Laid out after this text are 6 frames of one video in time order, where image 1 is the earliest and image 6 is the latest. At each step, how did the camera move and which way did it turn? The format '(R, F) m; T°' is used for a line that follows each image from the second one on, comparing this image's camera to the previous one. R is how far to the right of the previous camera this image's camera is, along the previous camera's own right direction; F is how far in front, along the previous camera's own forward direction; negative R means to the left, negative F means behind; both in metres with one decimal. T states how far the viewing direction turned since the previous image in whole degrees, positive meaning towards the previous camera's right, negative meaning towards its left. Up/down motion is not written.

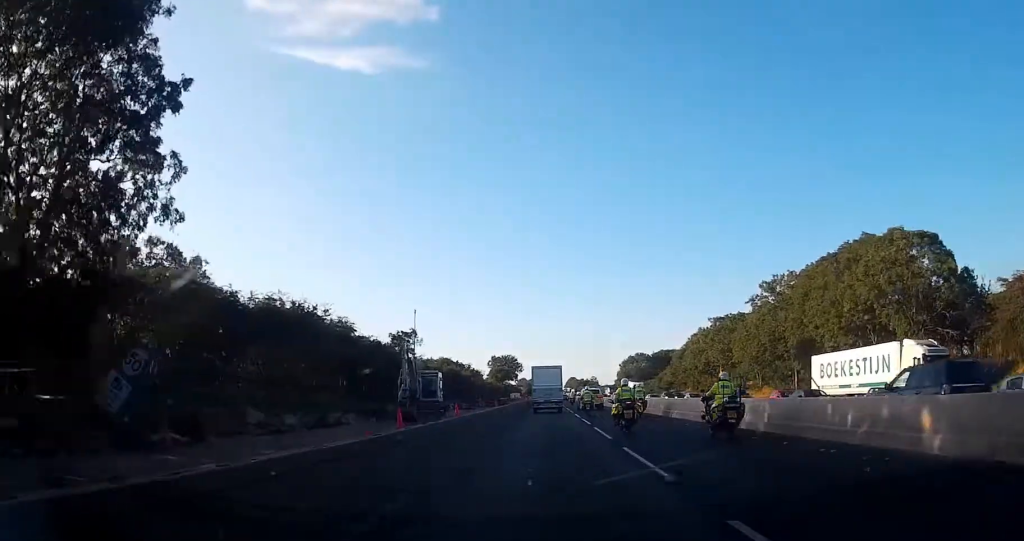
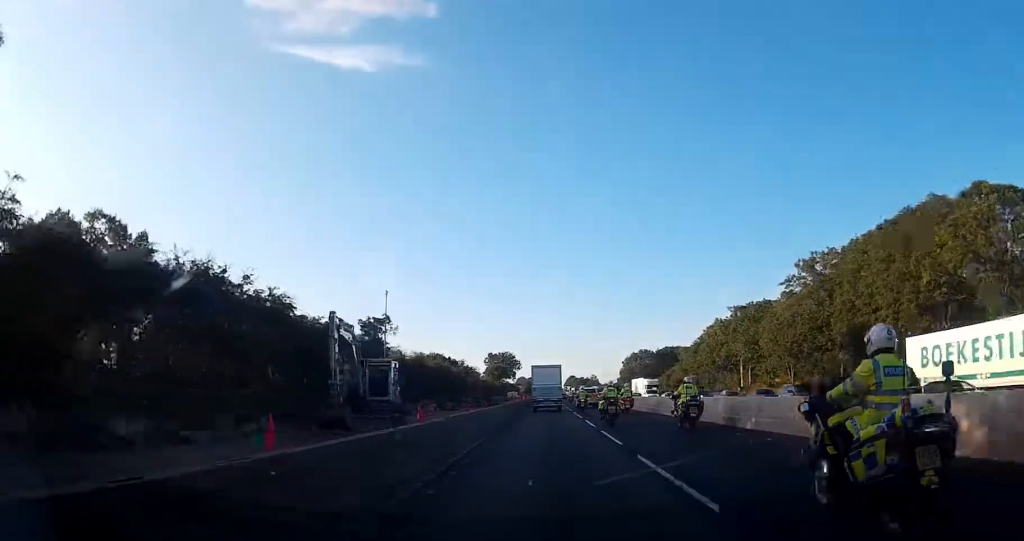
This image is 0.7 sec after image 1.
(+0.1, +11.3) m; 0°
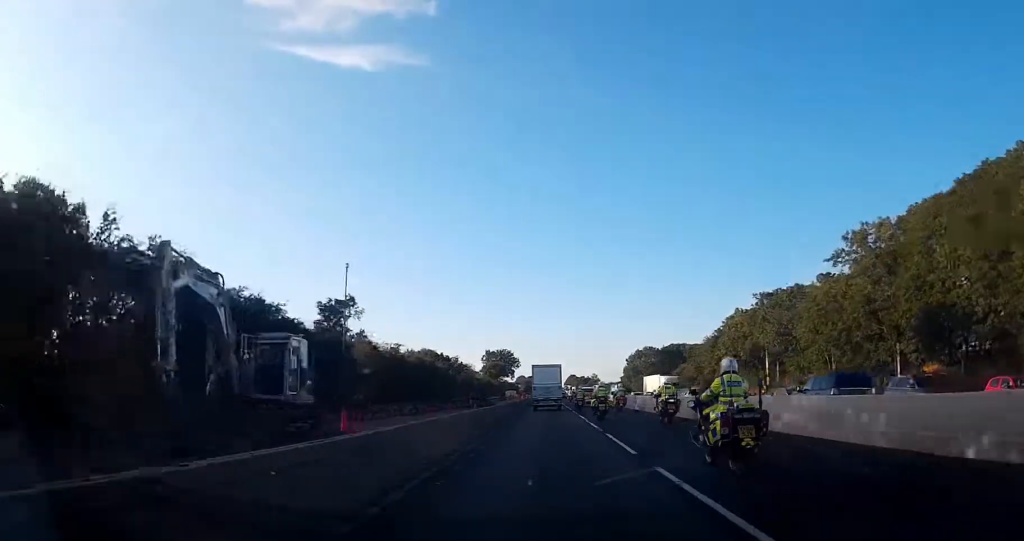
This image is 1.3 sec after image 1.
(-0.1, +11.0) m; 0°
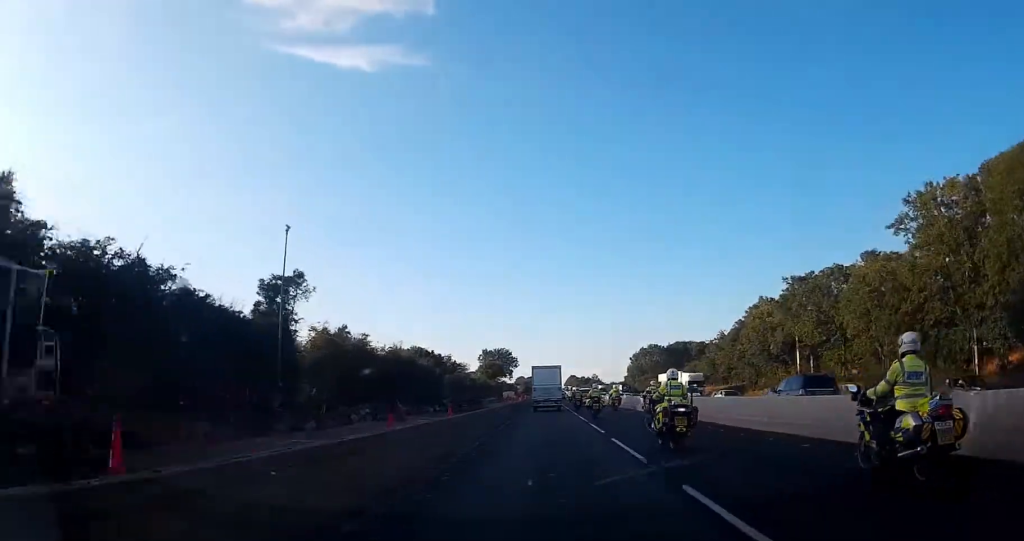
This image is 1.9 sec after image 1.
(-0.1, +10.5) m; 0°
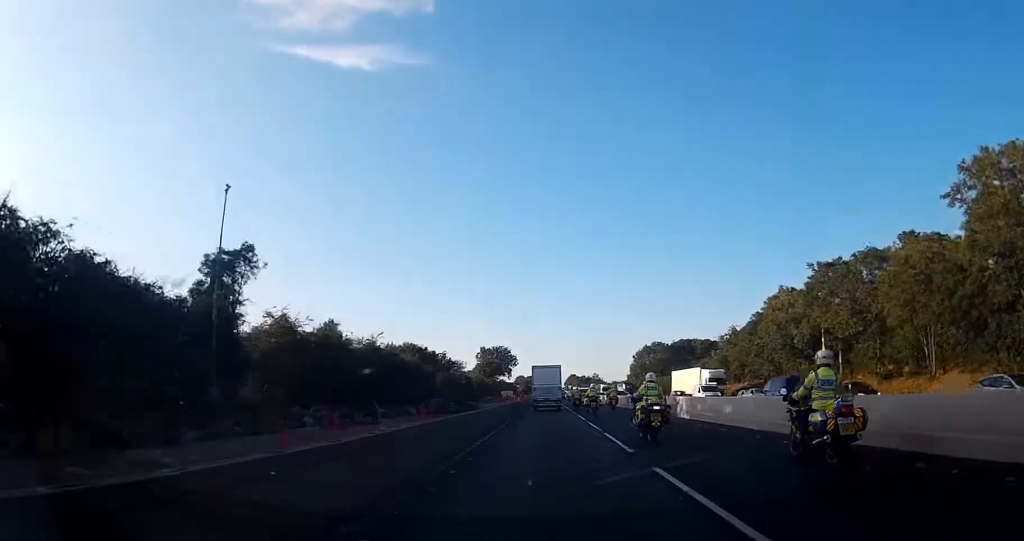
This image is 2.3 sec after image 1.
(+0.1, +7.1) m; 0°
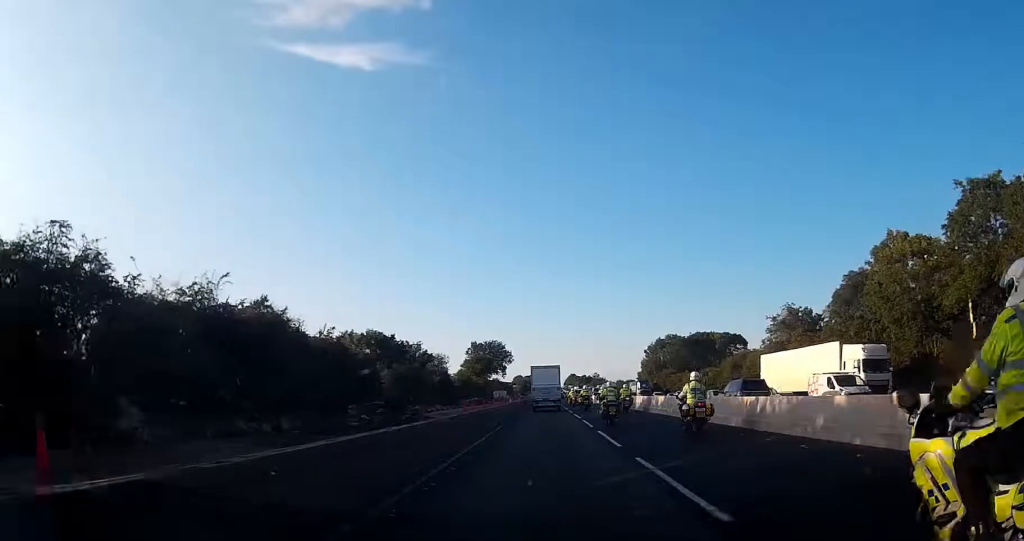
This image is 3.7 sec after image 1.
(0.0, +25.3) m; 0°
